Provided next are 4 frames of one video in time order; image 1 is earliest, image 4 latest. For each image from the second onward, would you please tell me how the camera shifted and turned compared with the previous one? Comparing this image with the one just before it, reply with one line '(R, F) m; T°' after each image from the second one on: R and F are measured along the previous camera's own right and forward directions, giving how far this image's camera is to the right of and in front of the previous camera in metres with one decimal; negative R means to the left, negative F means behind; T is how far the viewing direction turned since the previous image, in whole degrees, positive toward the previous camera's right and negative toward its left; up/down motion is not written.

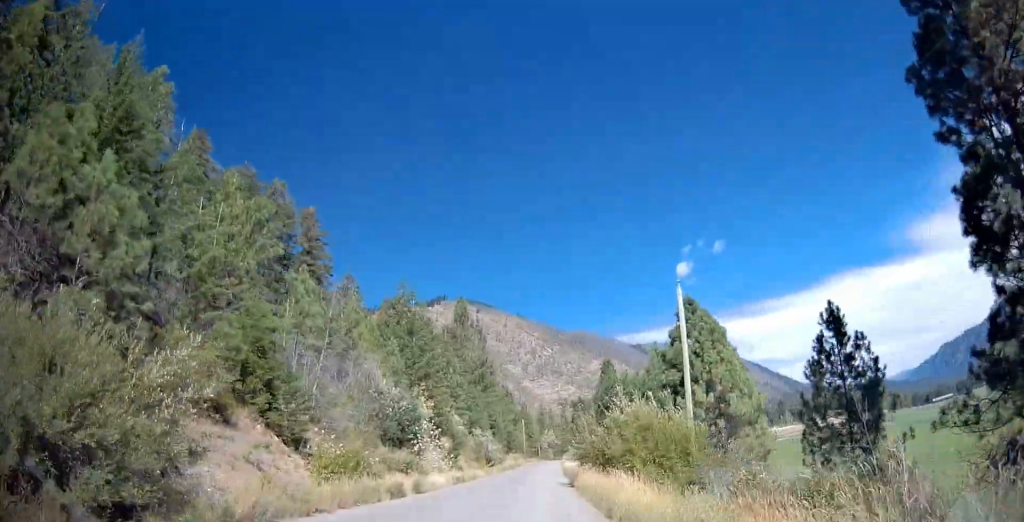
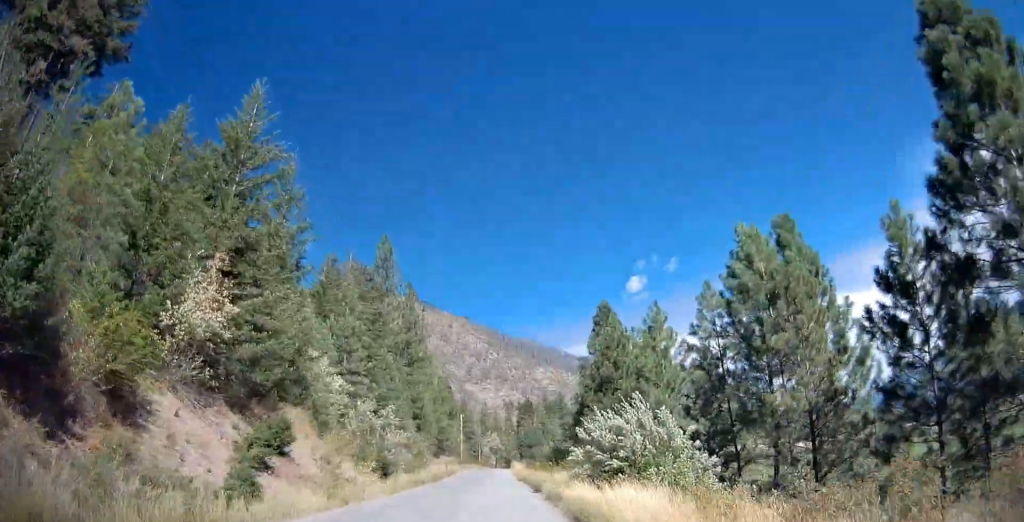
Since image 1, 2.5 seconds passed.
(+1.9, +32.1) m; +7°
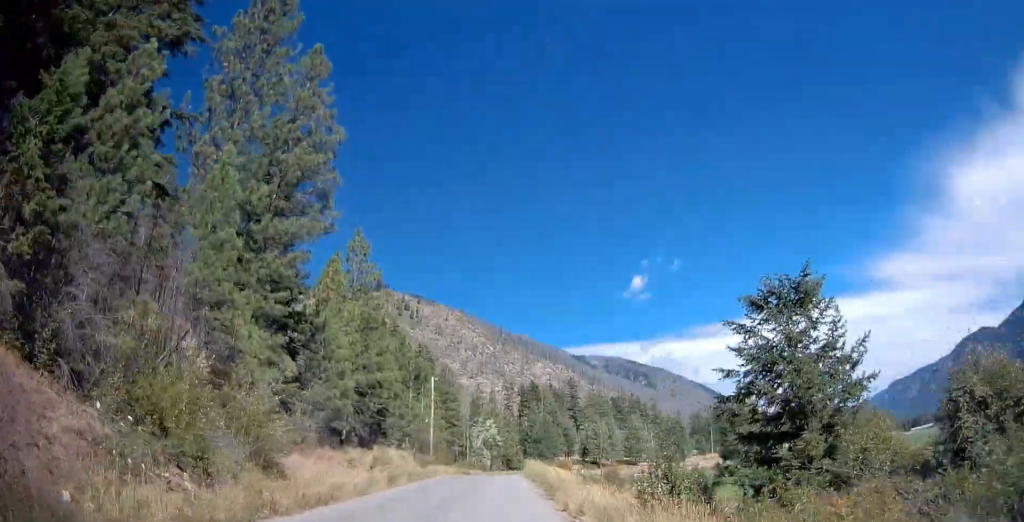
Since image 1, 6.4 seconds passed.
(+1.6, +51.2) m; +1°
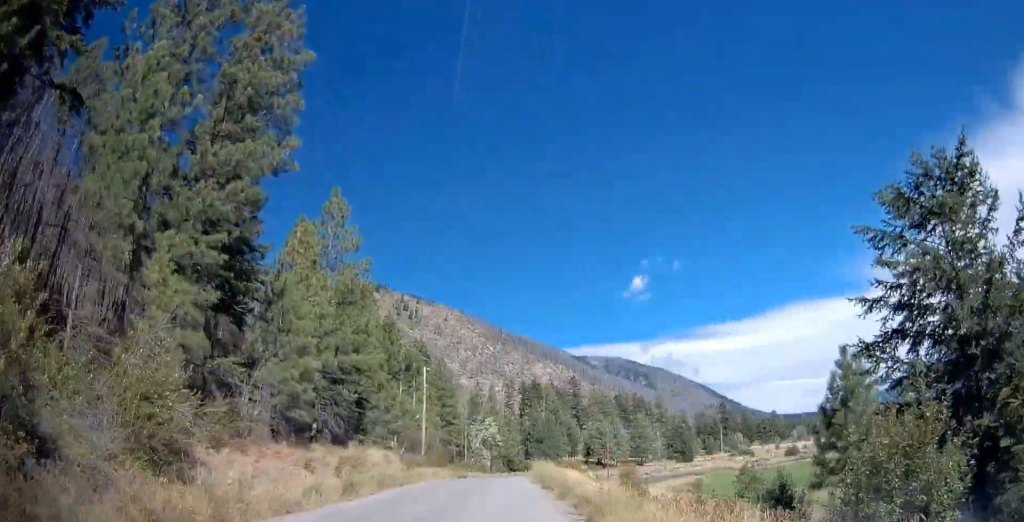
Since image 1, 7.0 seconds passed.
(-0.3, +8.1) m; +1°
